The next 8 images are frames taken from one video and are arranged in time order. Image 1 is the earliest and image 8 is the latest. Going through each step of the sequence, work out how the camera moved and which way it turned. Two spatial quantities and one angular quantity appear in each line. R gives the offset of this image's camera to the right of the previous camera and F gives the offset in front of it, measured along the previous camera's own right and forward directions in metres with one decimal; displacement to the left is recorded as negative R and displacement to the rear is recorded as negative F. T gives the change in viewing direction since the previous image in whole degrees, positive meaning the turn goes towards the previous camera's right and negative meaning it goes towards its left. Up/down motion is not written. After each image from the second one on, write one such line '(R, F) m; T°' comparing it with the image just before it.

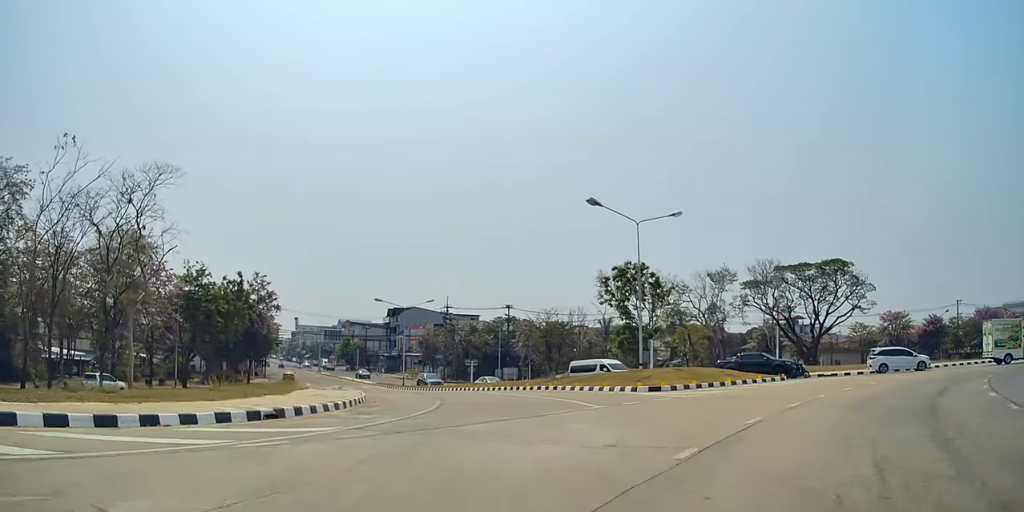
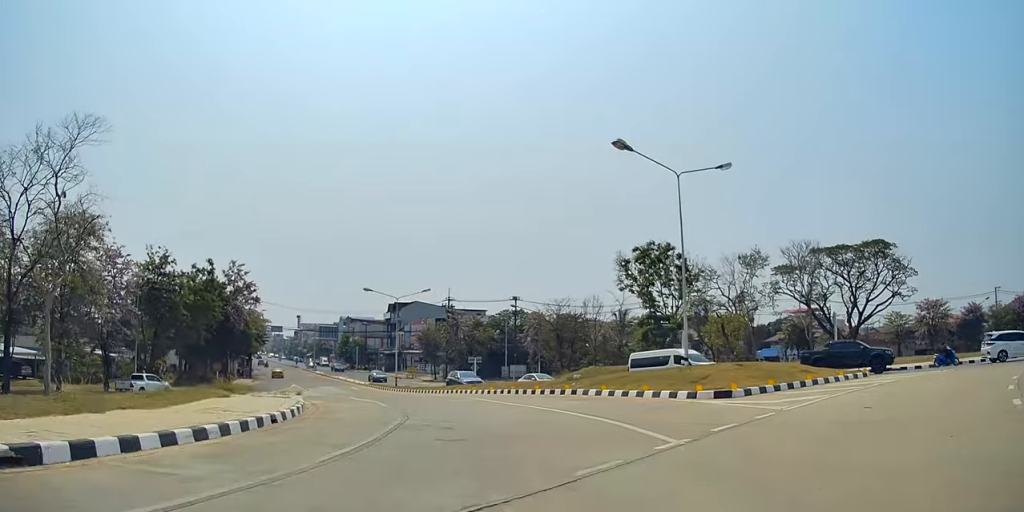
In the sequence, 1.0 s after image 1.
(-0.2, +8.9) m; -3°
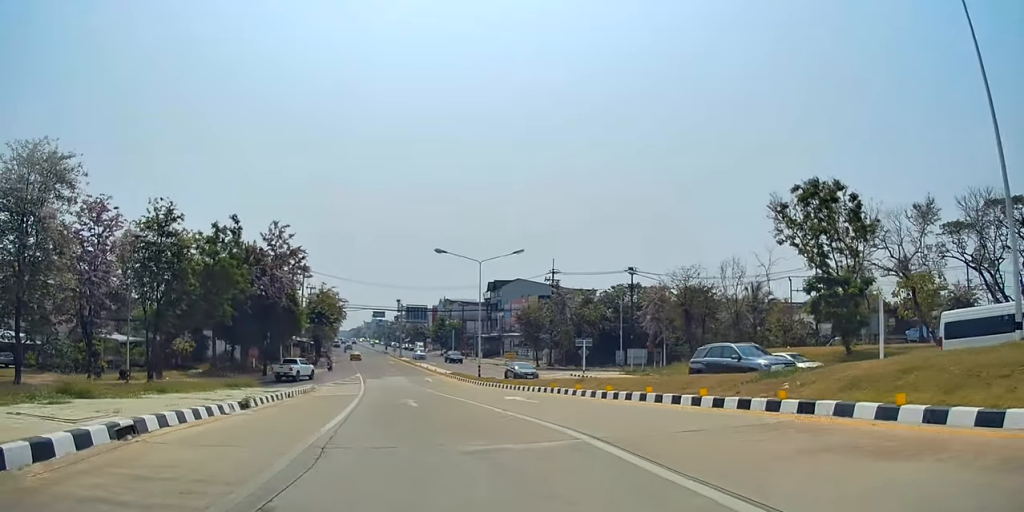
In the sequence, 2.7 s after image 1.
(+0.3, +15.5) m; +4°
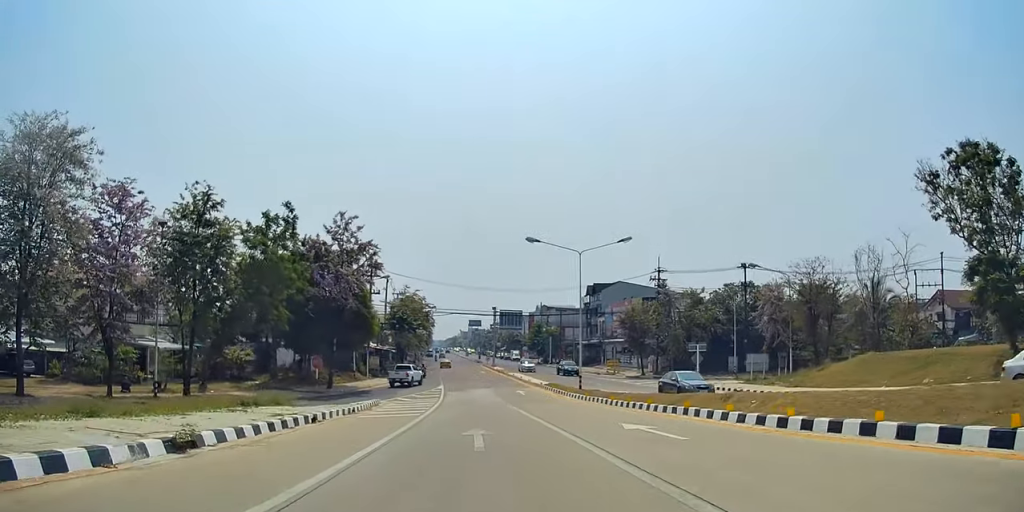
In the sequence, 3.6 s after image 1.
(-0.1, +7.8) m; -2°
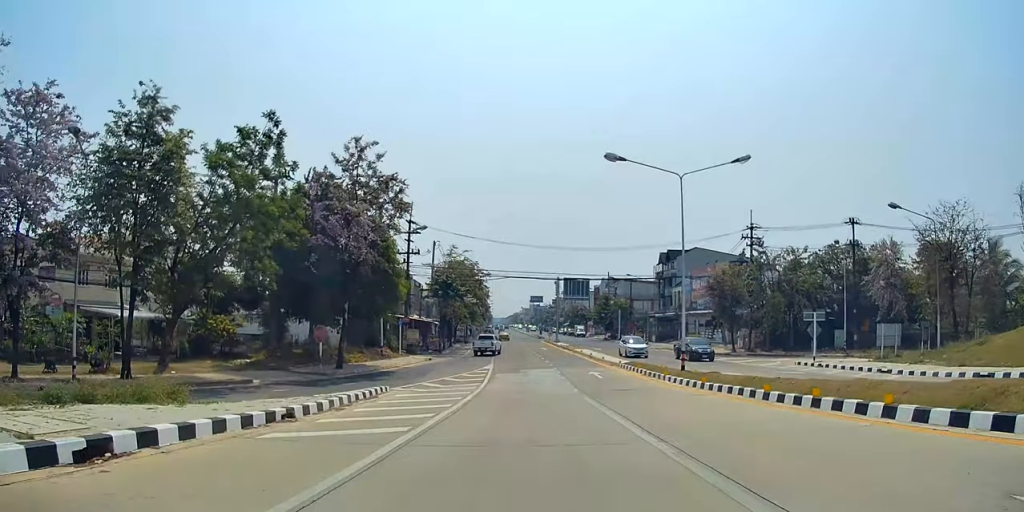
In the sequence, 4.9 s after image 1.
(-0.5, +11.5) m; -7°
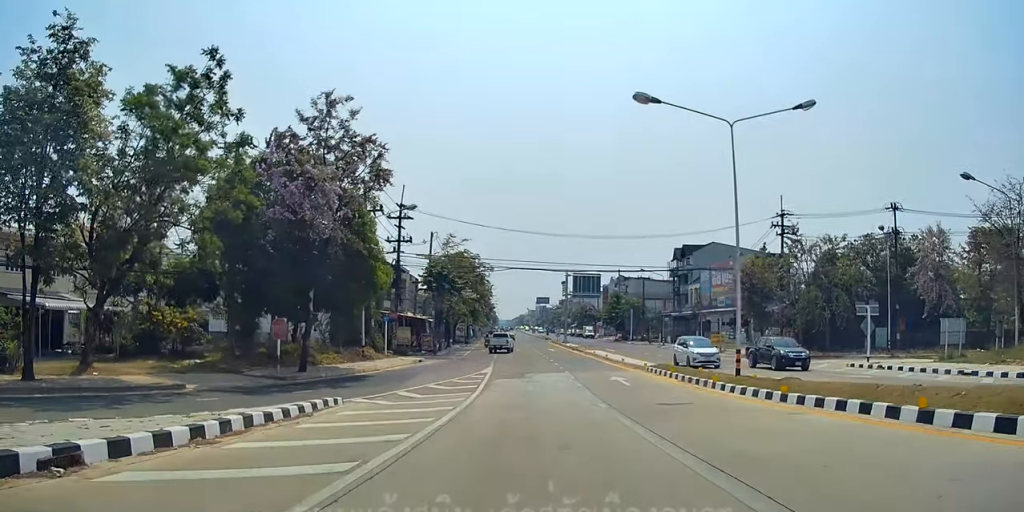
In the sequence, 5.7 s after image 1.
(-0.4, +6.3) m; -4°
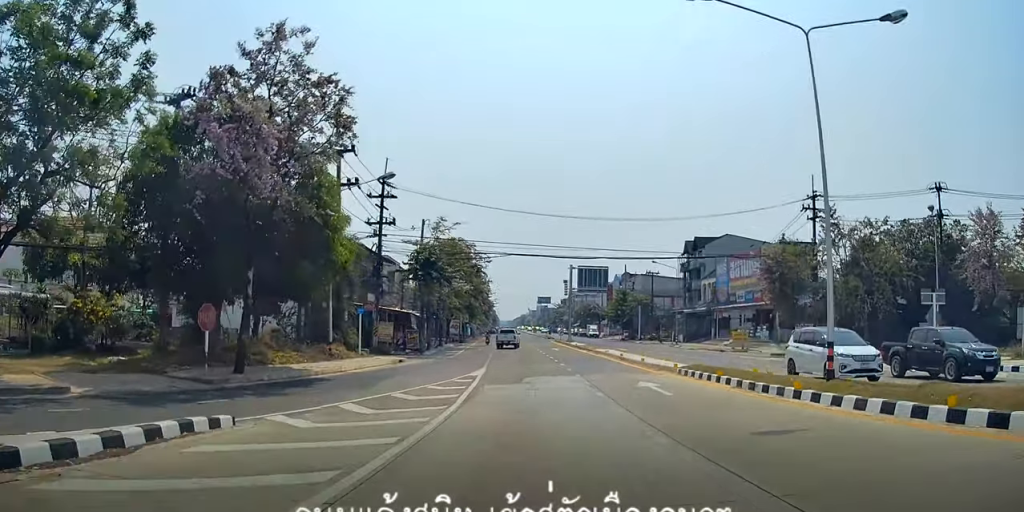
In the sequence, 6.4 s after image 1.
(-0.1, +6.4) m; -4°
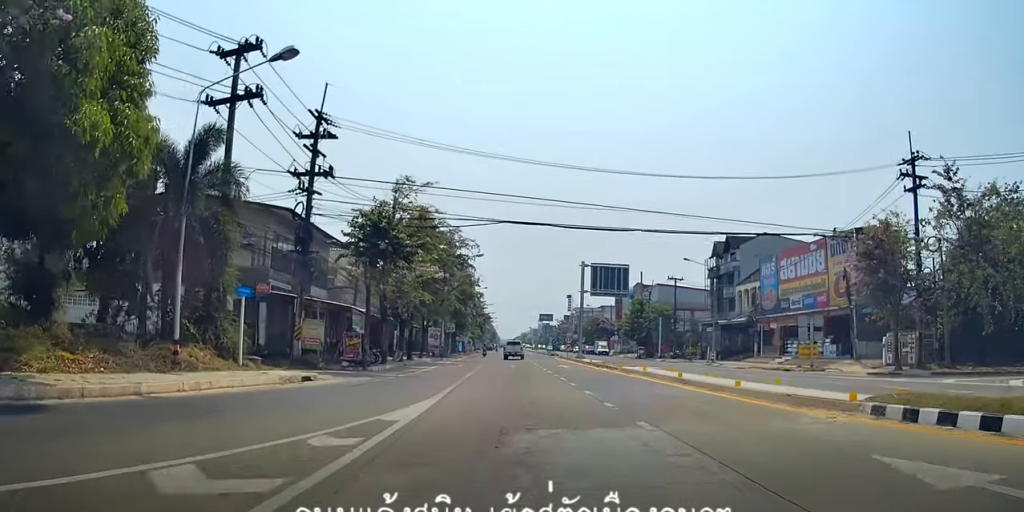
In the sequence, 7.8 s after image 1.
(-0.7, +12.6) m; 0°
